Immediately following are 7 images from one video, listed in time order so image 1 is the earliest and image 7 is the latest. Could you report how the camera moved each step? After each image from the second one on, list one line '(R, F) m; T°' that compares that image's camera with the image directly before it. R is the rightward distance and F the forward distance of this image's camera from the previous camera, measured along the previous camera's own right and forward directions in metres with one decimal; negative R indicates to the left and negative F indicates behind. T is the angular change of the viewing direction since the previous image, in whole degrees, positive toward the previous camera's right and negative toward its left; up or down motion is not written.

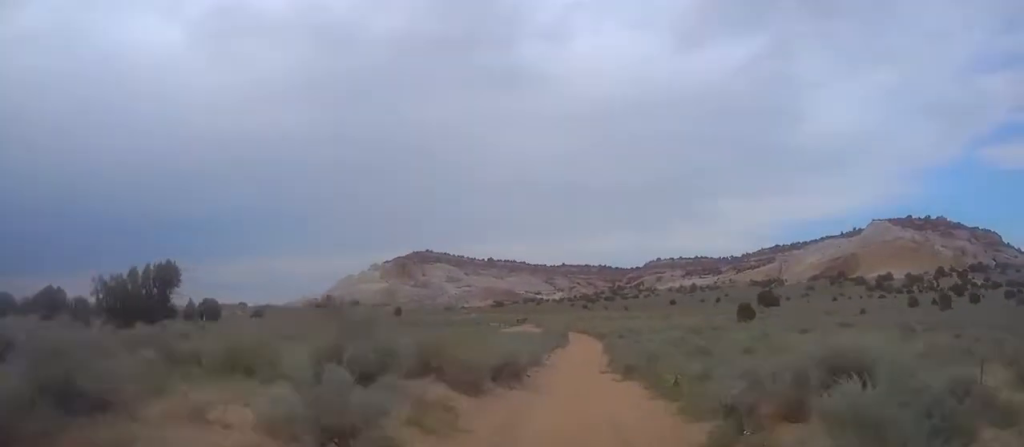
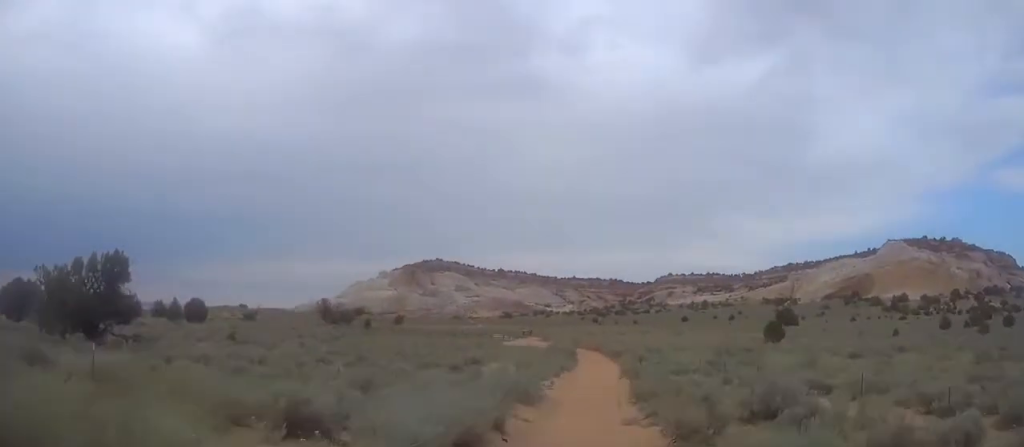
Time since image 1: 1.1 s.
(+0.3, +9.9) m; 0°
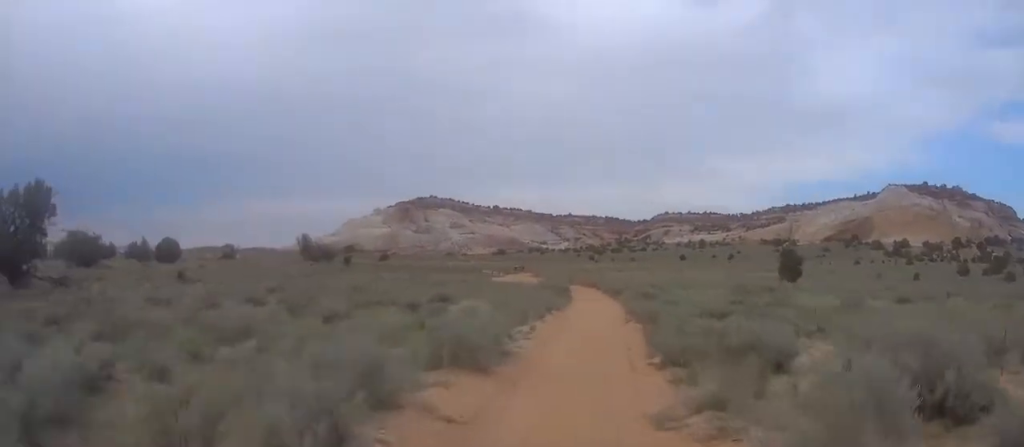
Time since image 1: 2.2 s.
(-0.6, +9.2) m; +1°
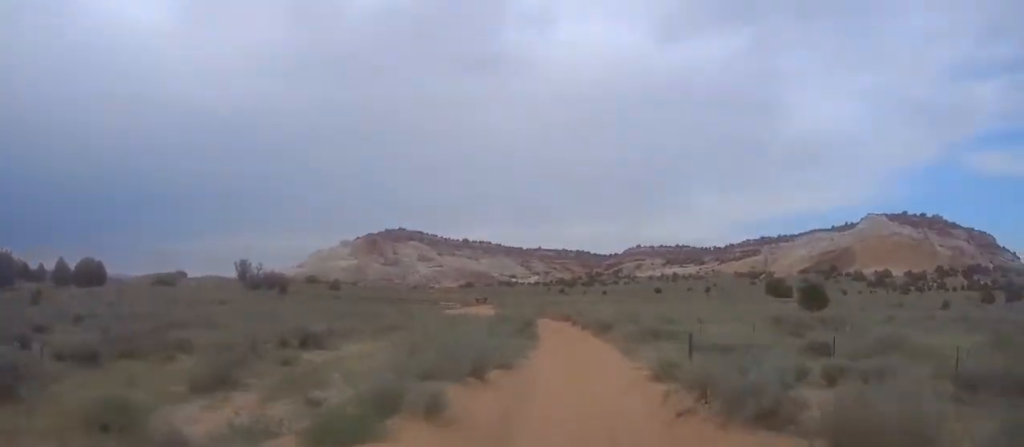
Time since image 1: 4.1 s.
(+0.6, +16.5) m; +5°
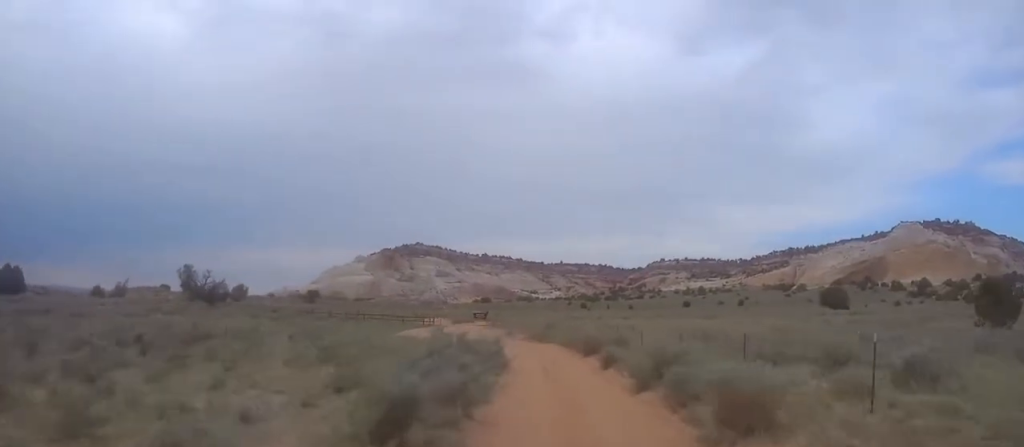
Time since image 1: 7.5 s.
(+0.9, +29.1) m; -3°
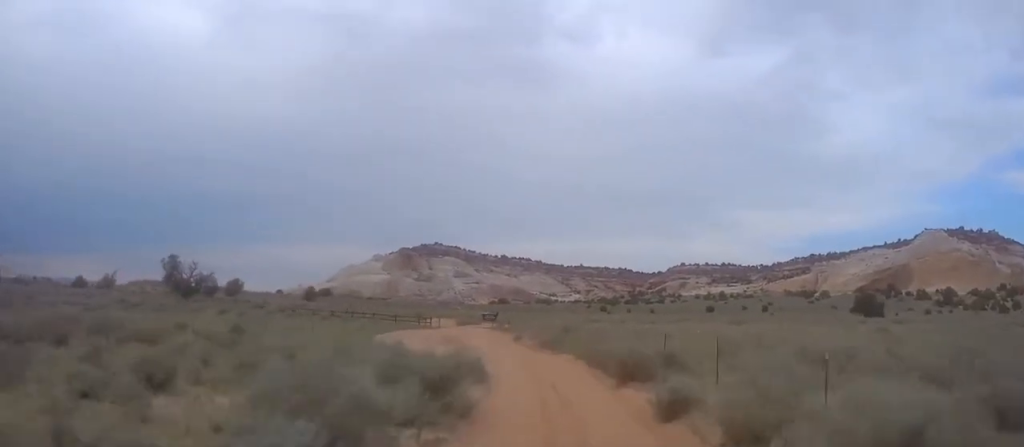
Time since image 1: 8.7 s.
(-0.7, +11.1) m; -4°
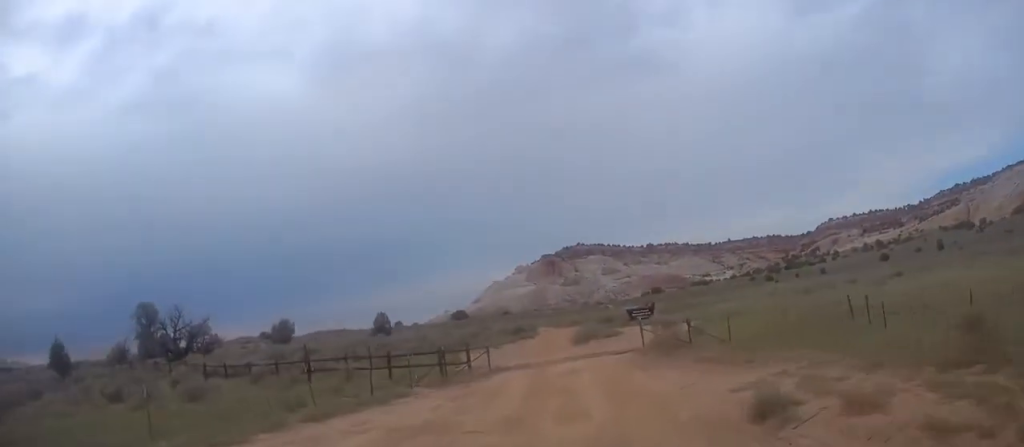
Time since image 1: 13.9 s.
(-2.2, +36.7) m; -8°
